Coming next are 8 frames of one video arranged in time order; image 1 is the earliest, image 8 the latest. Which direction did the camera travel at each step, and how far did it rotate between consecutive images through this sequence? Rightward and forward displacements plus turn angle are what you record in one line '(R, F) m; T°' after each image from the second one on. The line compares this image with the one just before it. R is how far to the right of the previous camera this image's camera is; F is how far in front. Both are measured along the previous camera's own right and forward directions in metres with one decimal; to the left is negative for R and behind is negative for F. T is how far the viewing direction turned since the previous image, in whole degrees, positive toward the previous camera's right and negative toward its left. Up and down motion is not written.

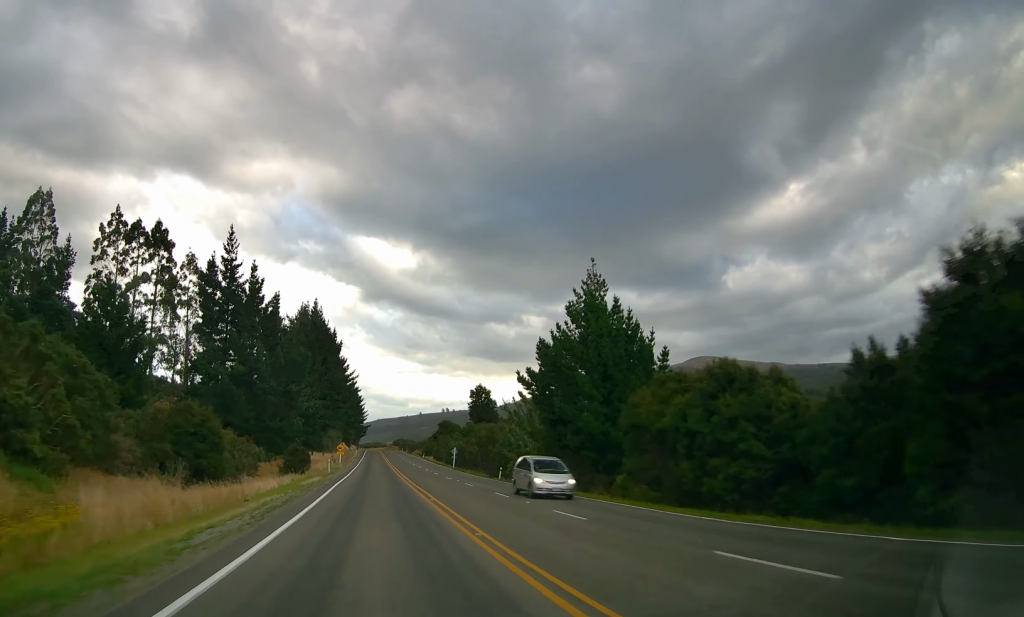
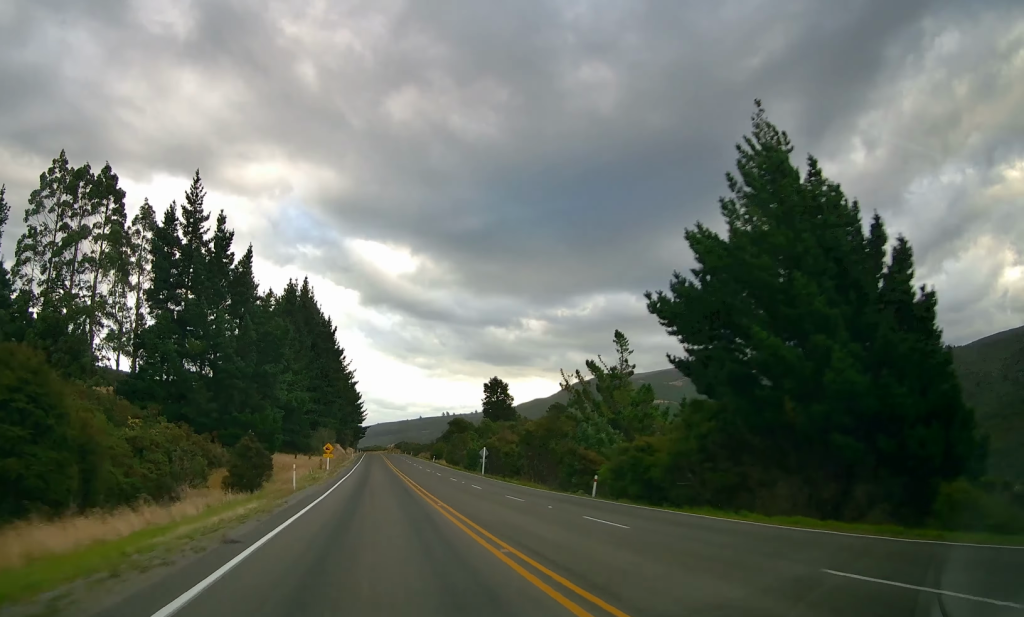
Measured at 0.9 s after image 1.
(-0.1, +22.6) m; 0°
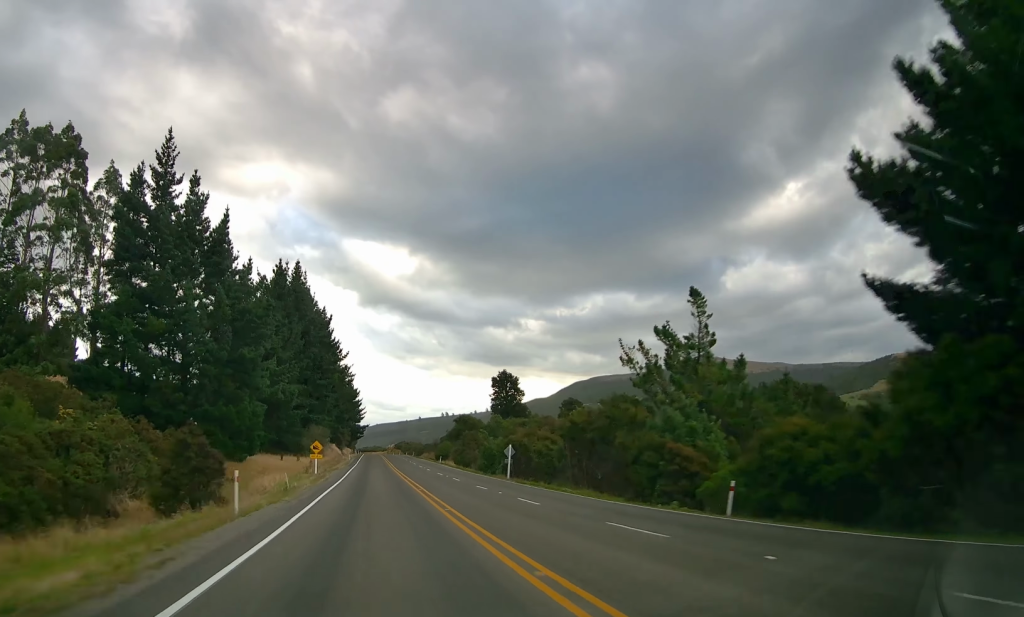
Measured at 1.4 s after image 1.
(+0.2, +12.1) m; 0°
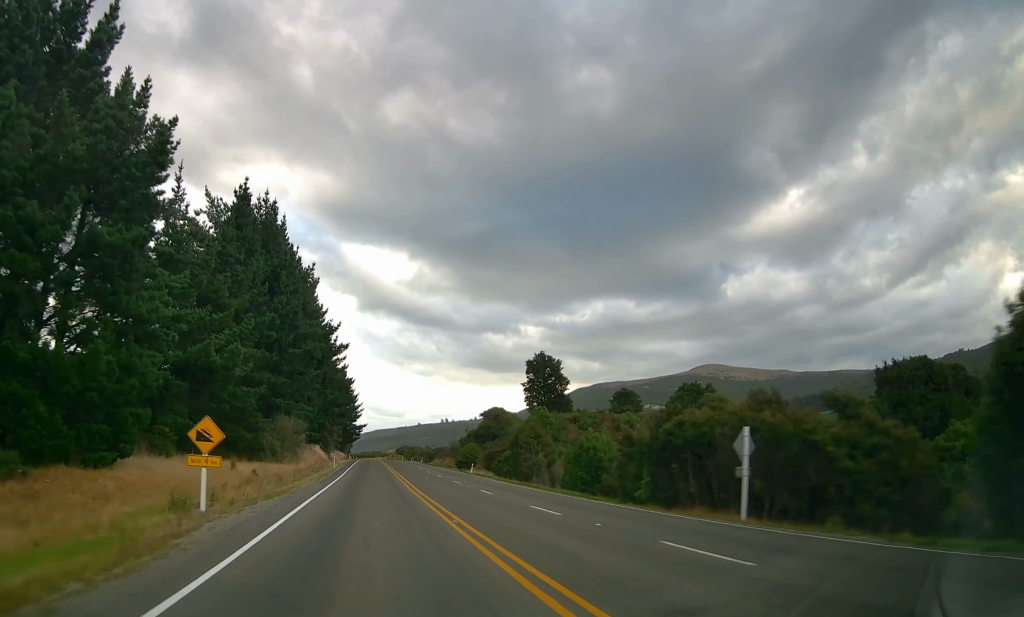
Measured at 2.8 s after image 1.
(-0.2, +32.9) m; 0°
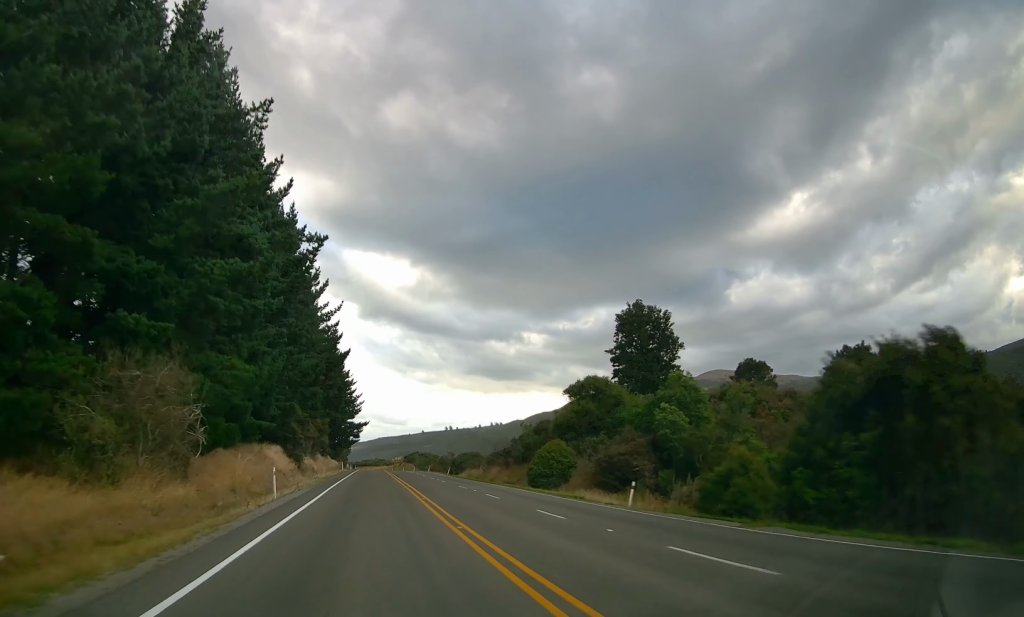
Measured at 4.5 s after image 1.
(0.0, +40.8) m; 0°
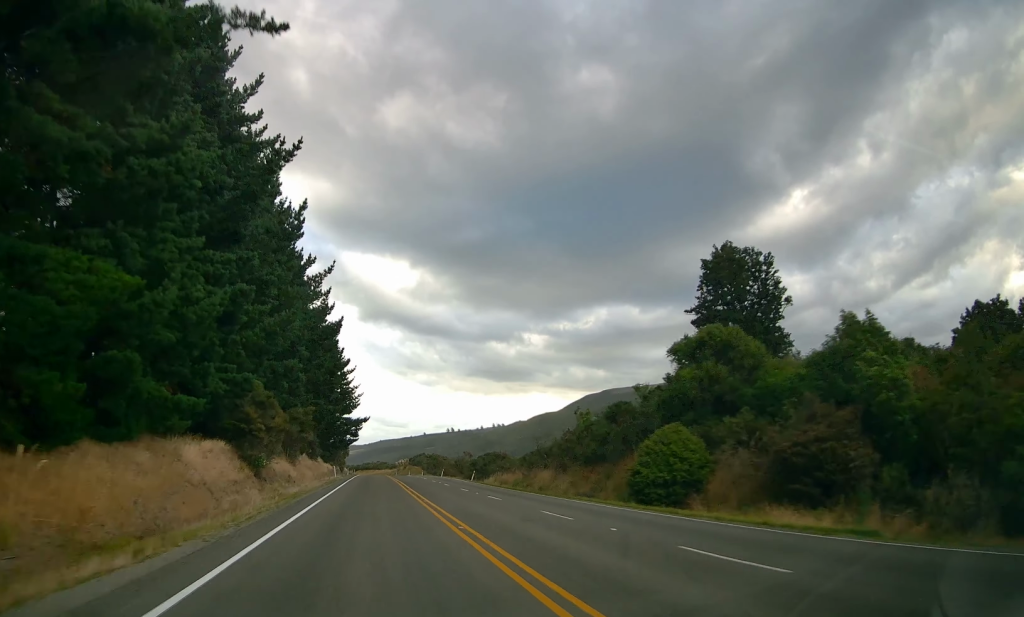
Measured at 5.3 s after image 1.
(+0.2, +20.0) m; +1°
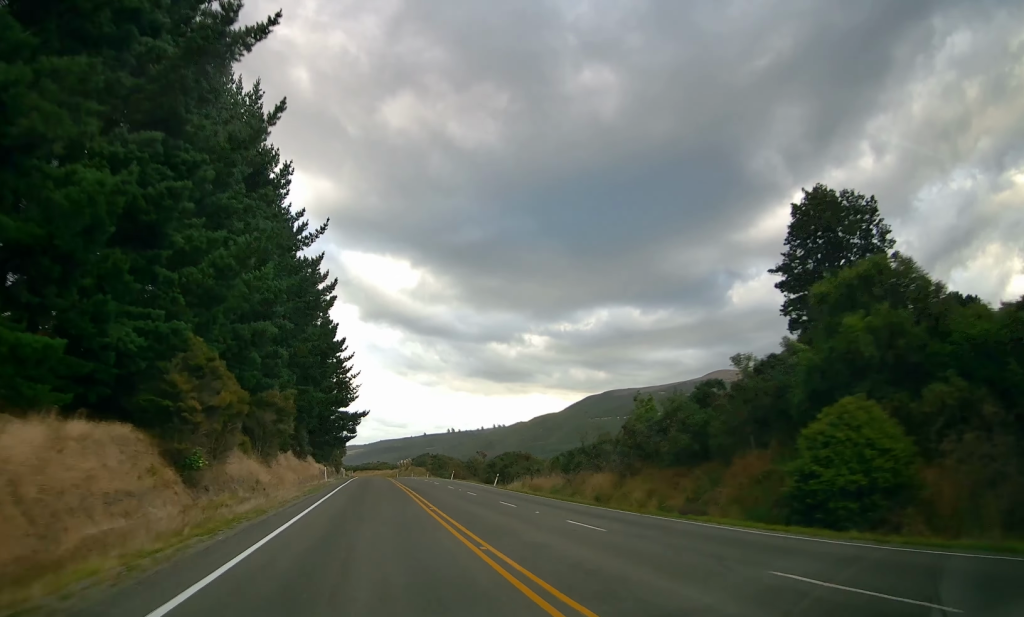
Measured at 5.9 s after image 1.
(+0.1, +12.9) m; 0°
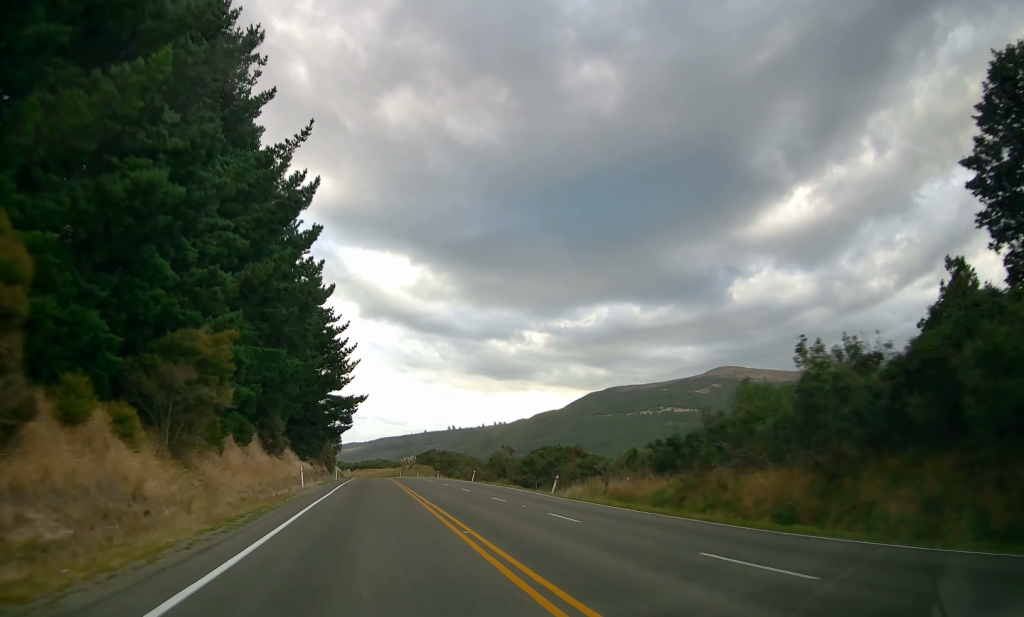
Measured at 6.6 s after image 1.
(+0.1, +17.8) m; -1°
